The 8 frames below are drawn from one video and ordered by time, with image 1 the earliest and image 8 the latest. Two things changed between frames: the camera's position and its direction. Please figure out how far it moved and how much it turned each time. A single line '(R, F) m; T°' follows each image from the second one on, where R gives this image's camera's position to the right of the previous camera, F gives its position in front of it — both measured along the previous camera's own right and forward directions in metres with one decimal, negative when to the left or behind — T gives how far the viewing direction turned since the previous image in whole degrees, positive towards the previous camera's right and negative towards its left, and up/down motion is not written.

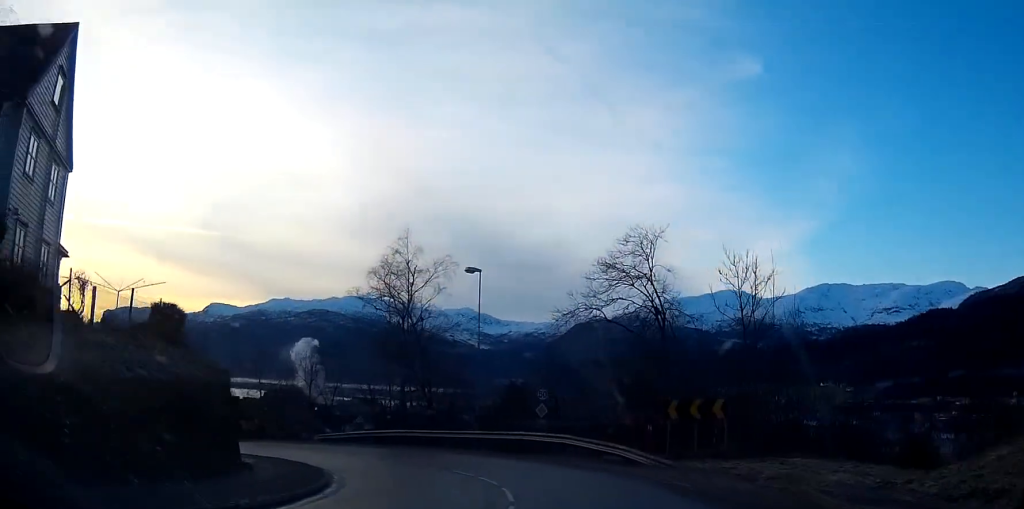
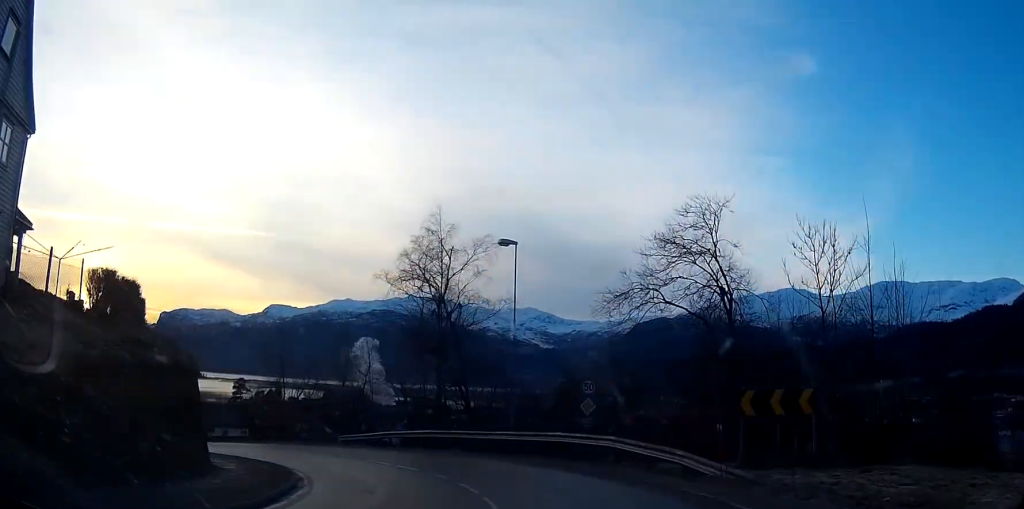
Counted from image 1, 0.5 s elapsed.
(0.0, +5.7) m; -5°
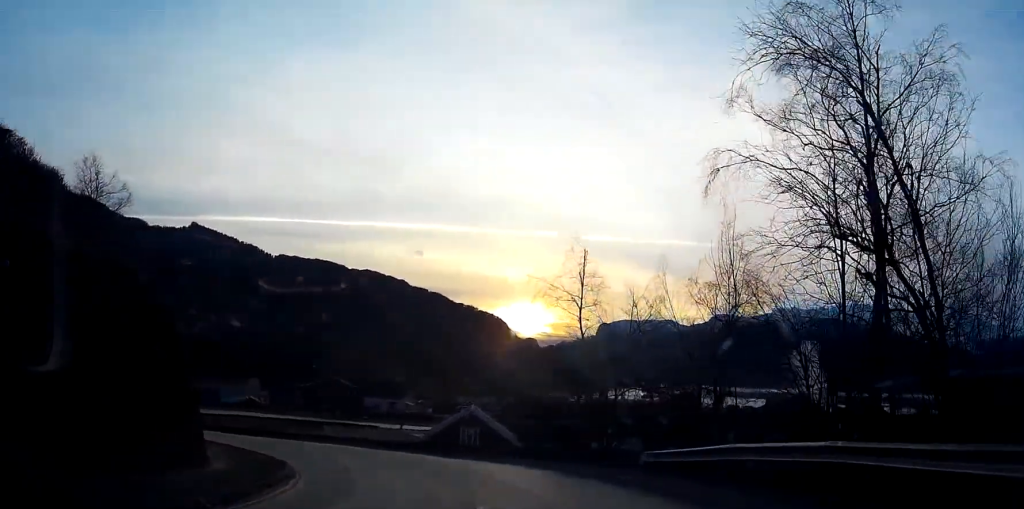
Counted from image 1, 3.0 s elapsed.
(-6.6, +23.7) m; -31°
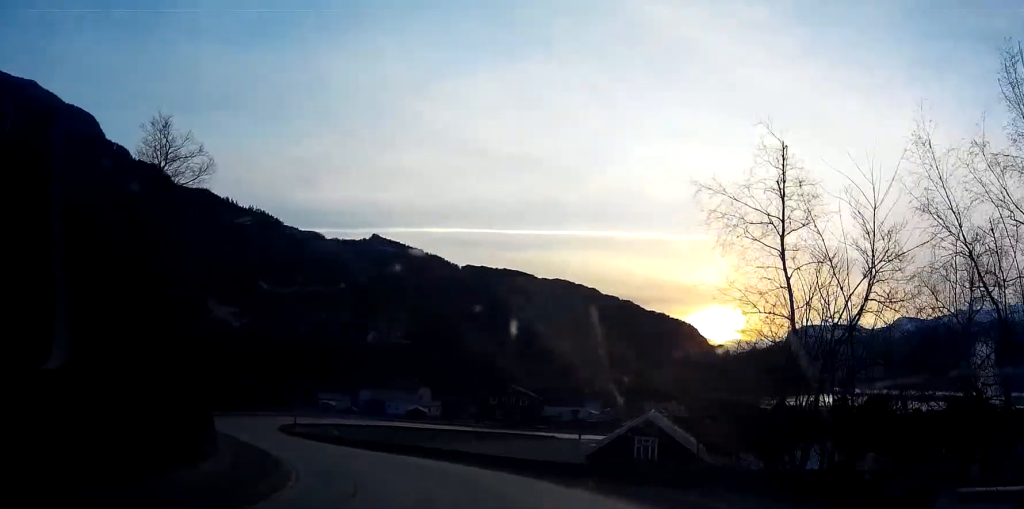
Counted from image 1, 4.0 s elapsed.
(-1.3, +10.6) m; -14°
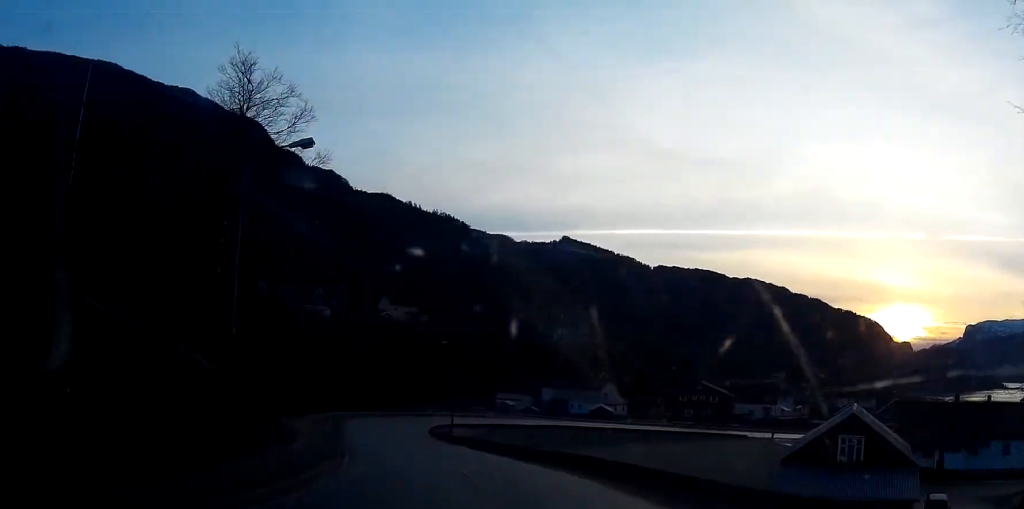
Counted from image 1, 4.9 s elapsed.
(-1.0, +9.5) m; -12°
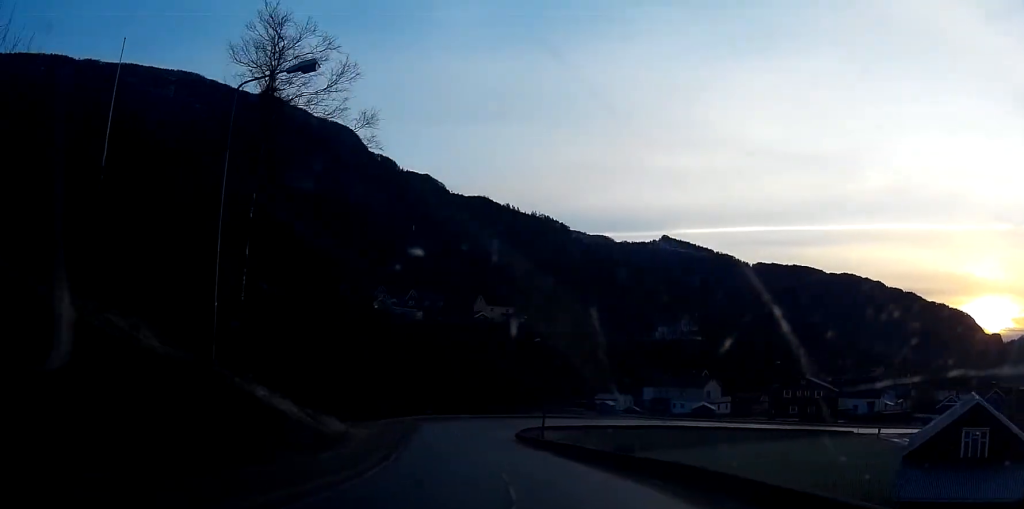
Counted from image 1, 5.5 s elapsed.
(-0.3, +5.8) m; -7°
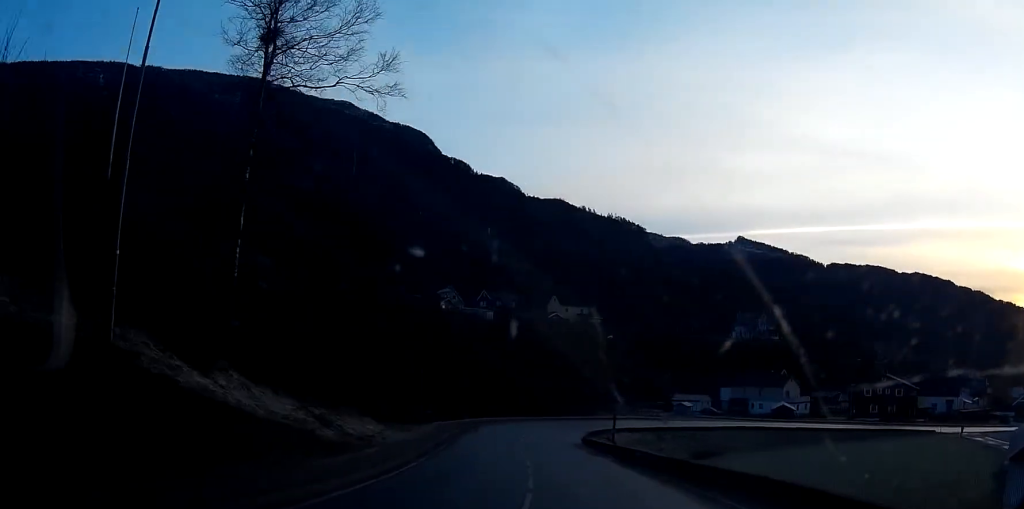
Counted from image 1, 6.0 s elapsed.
(-0.4, +5.9) m; -5°
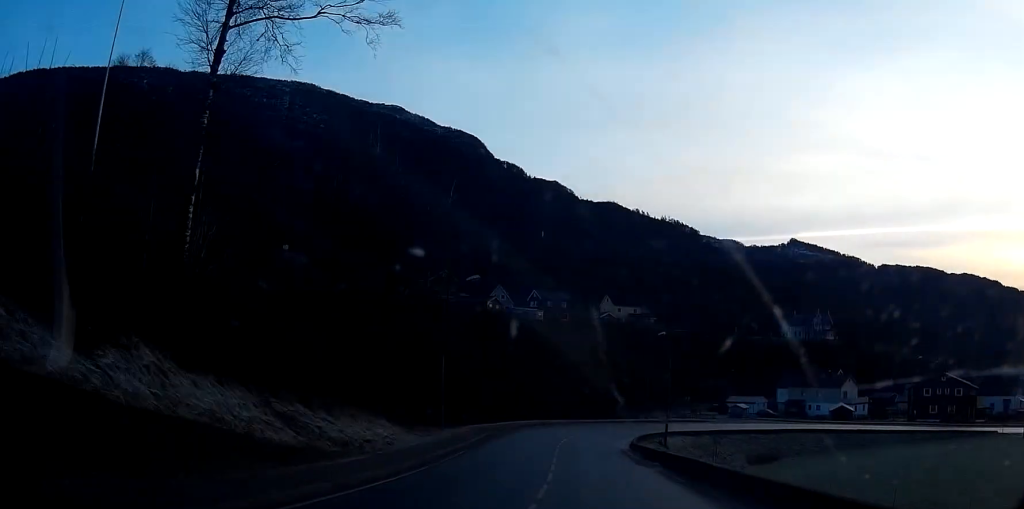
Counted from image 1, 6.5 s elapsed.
(-0.1, +5.6) m; -4°
